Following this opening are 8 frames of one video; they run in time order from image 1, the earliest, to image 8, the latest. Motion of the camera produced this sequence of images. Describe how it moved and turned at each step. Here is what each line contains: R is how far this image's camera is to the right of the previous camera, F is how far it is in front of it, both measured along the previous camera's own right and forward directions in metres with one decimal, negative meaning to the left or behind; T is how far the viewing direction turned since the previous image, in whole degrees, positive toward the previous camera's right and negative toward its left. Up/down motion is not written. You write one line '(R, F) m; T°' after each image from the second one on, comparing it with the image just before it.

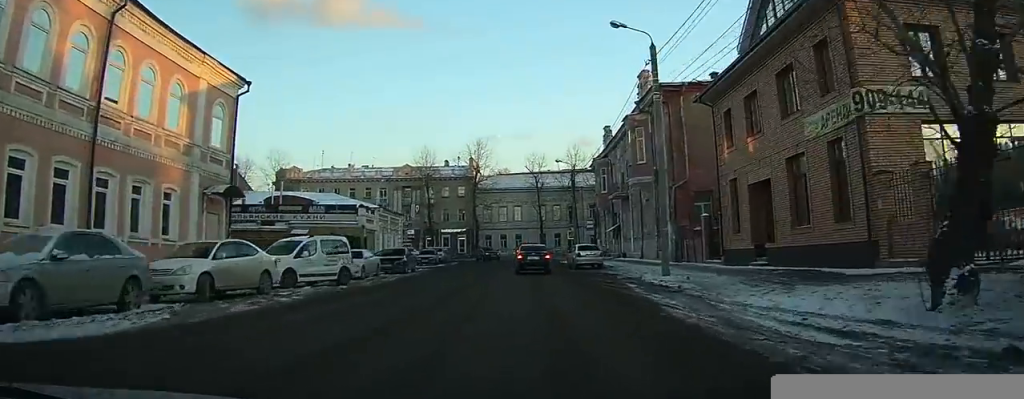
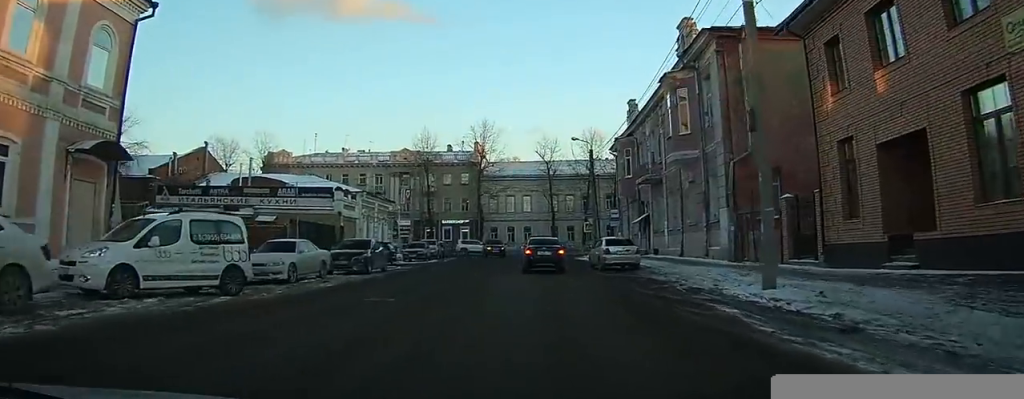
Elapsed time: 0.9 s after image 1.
(+0.1, +9.8) m; 0°
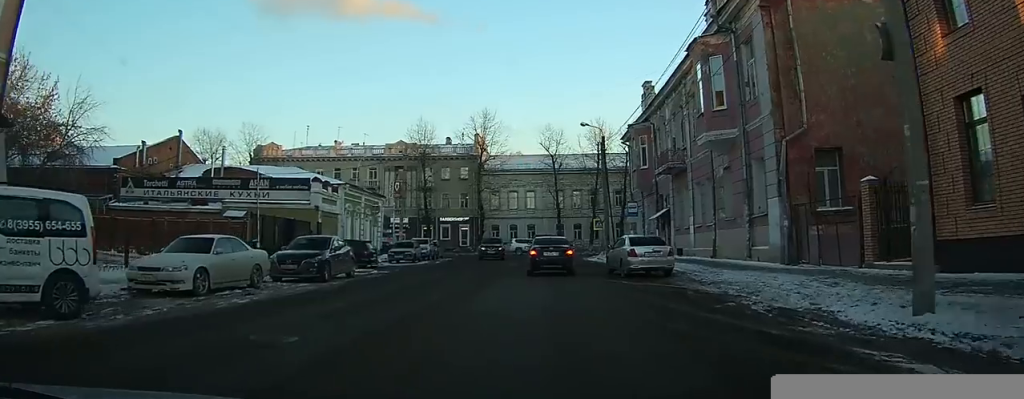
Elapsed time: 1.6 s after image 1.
(-0.1, +6.8) m; 0°
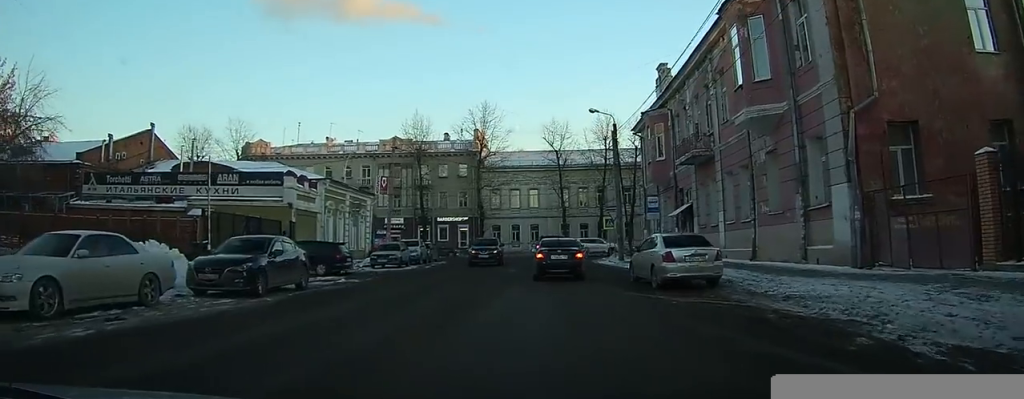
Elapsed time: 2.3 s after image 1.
(+0.1, +6.5) m; +1°
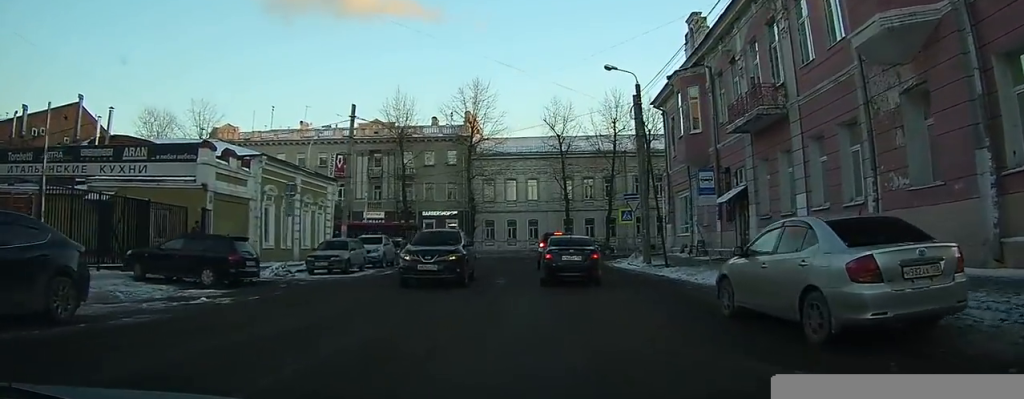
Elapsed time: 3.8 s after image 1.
(+0.1, +12.2) m; +2°
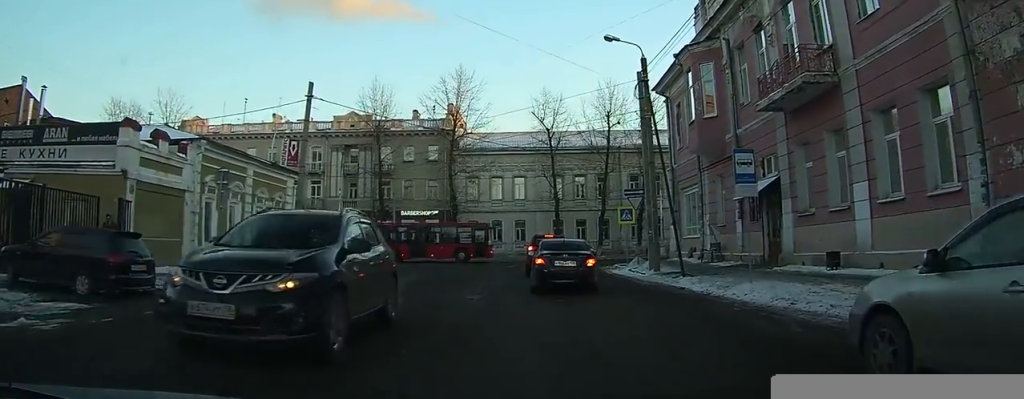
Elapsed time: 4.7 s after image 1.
(+0.1, +6.0) m; +1°
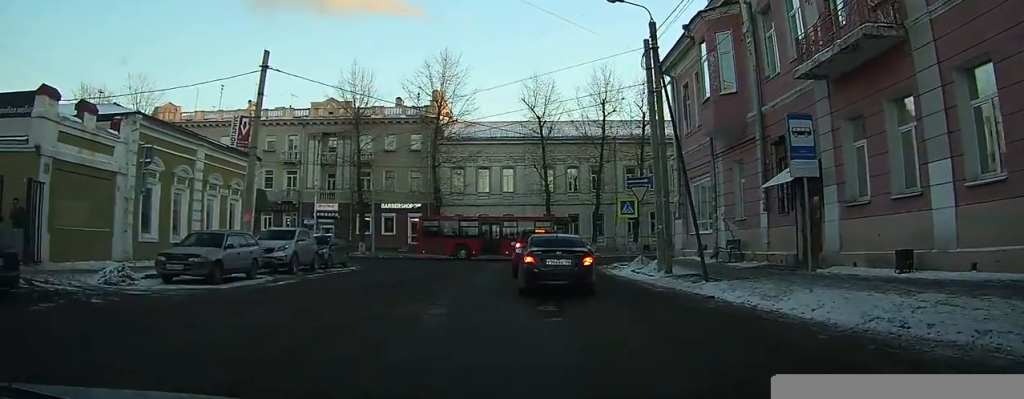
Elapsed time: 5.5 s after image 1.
(0.0, +4.7) m; 0°
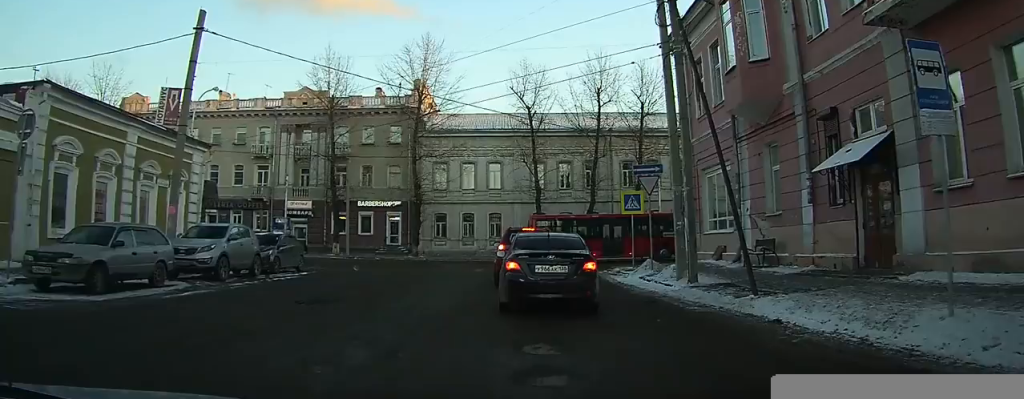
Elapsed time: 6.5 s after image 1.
(0.0, +5.4) m; 0°
